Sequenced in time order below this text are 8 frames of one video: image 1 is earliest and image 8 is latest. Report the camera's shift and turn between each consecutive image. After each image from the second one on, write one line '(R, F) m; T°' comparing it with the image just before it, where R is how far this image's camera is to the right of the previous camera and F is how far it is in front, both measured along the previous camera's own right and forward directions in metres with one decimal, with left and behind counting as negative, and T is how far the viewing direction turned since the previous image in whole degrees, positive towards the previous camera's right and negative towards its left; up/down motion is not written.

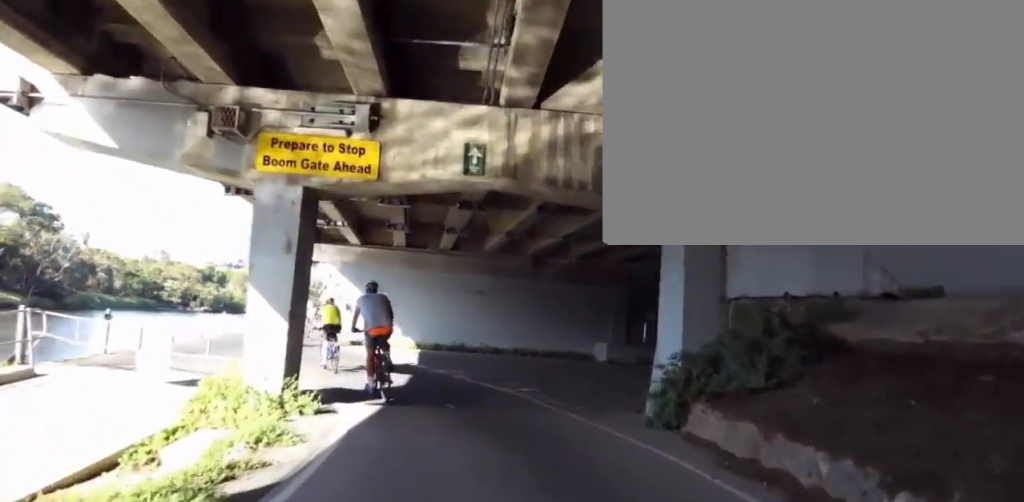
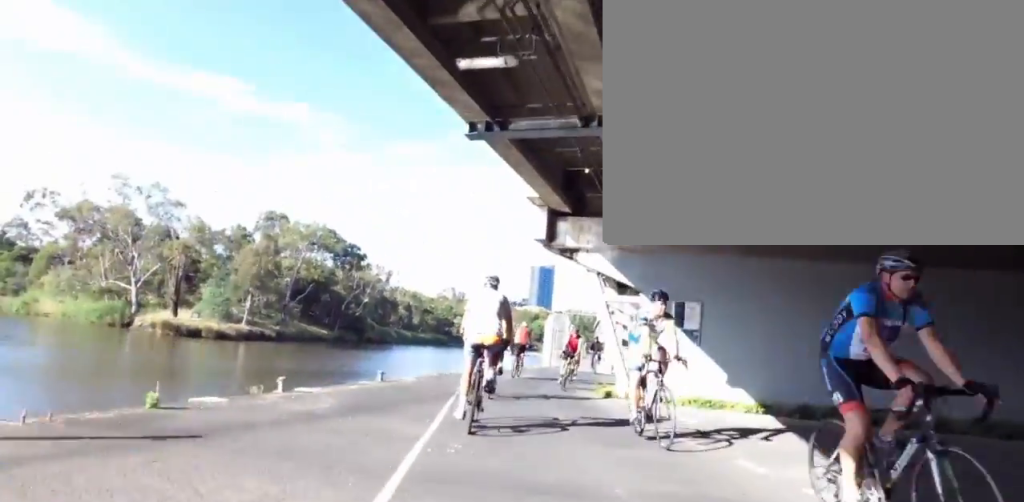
(-2.0, +11.8) m; -17°
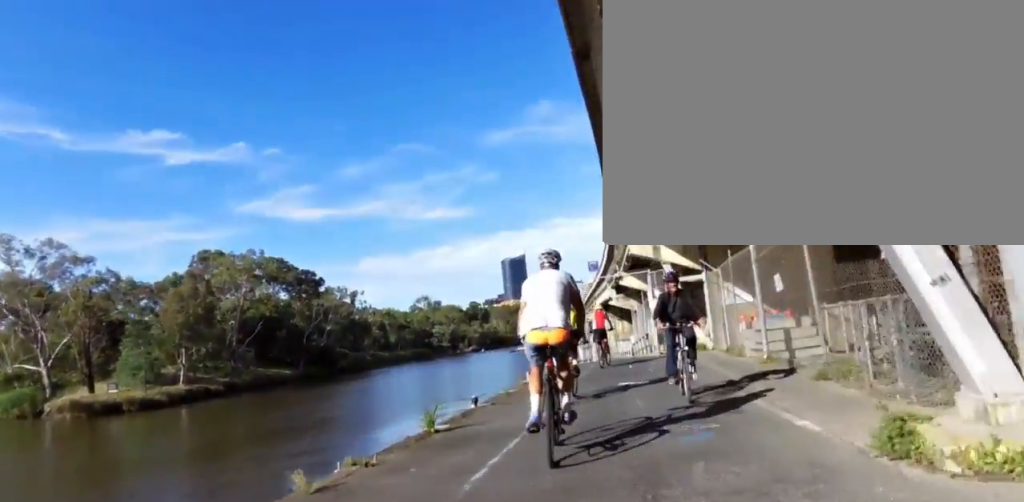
(-0.5, +14.6) m; 0°
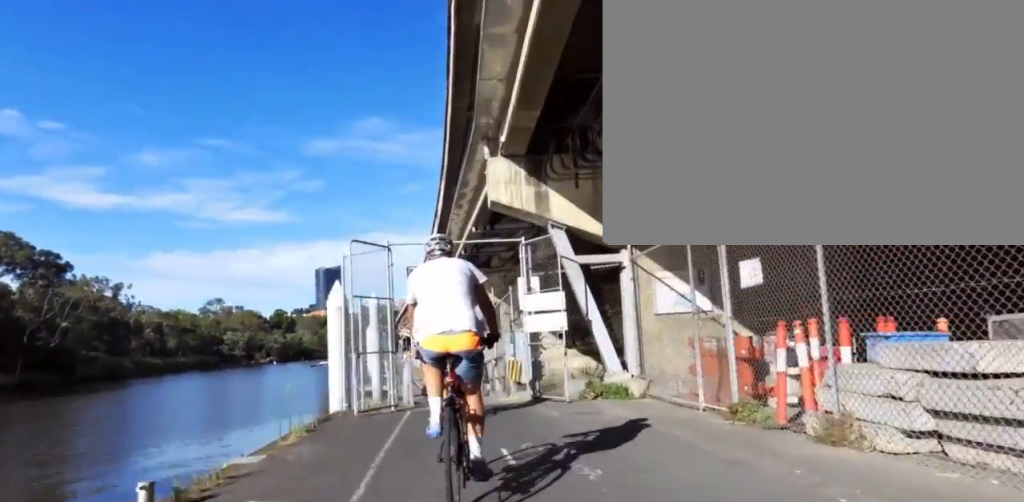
(+1.3, +11.6) m; +16°
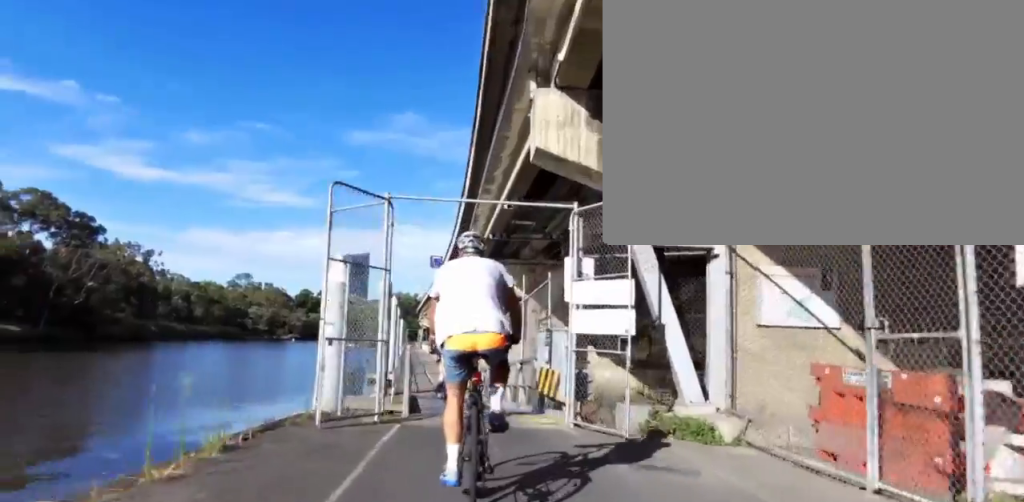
(+0.1, +3.0) m; +1°
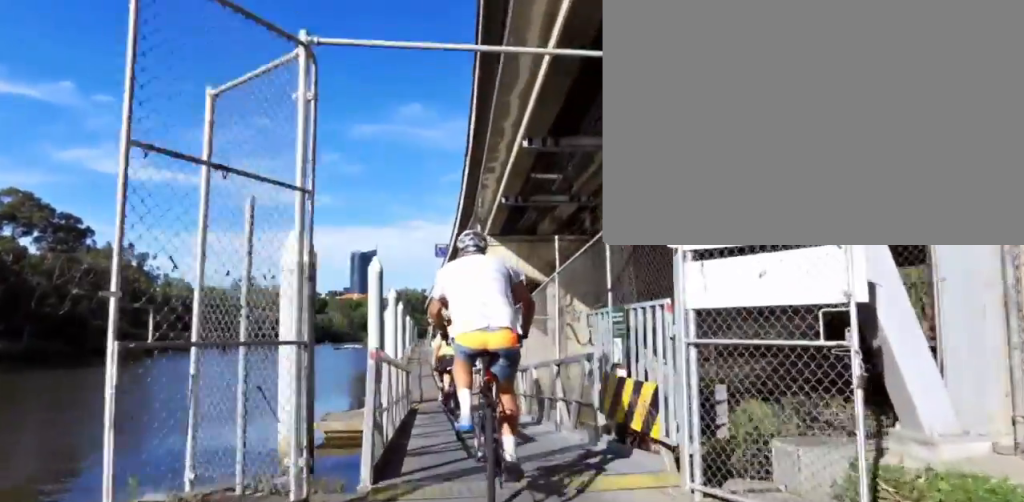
(0.0, +3.9) m; 0°
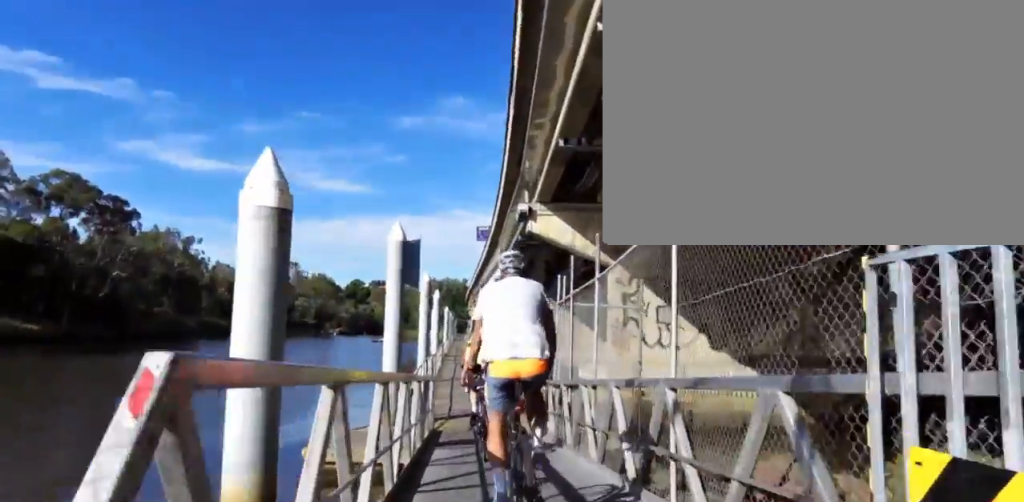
(+0.1, +3.8) m; -2°
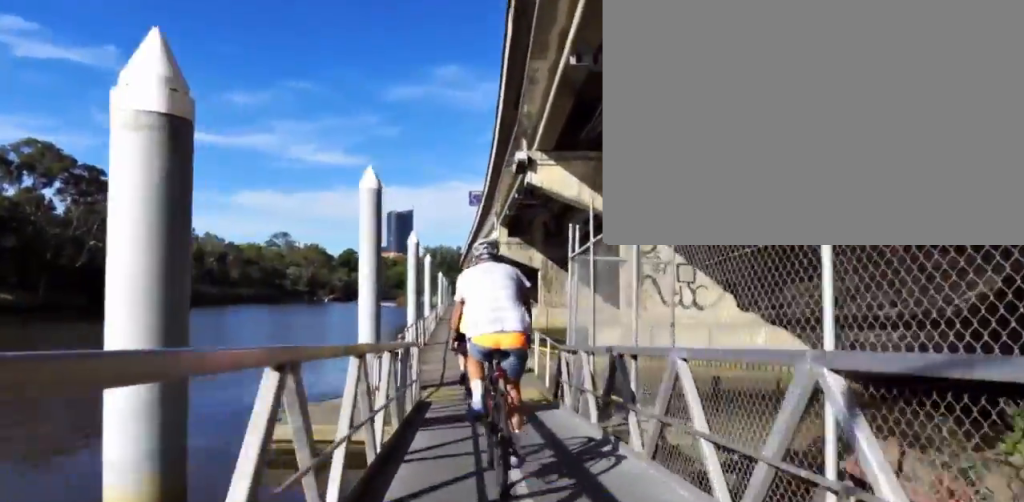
(-0.1, +2.5) m; -2°
